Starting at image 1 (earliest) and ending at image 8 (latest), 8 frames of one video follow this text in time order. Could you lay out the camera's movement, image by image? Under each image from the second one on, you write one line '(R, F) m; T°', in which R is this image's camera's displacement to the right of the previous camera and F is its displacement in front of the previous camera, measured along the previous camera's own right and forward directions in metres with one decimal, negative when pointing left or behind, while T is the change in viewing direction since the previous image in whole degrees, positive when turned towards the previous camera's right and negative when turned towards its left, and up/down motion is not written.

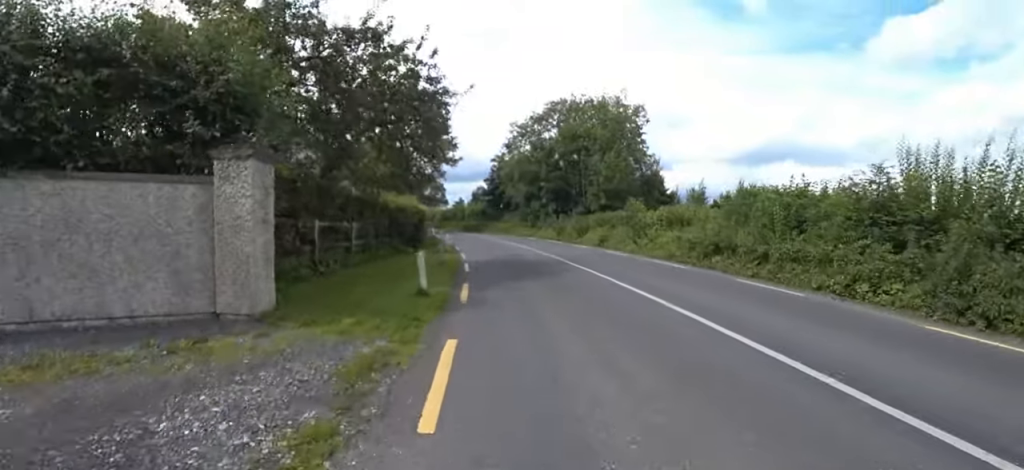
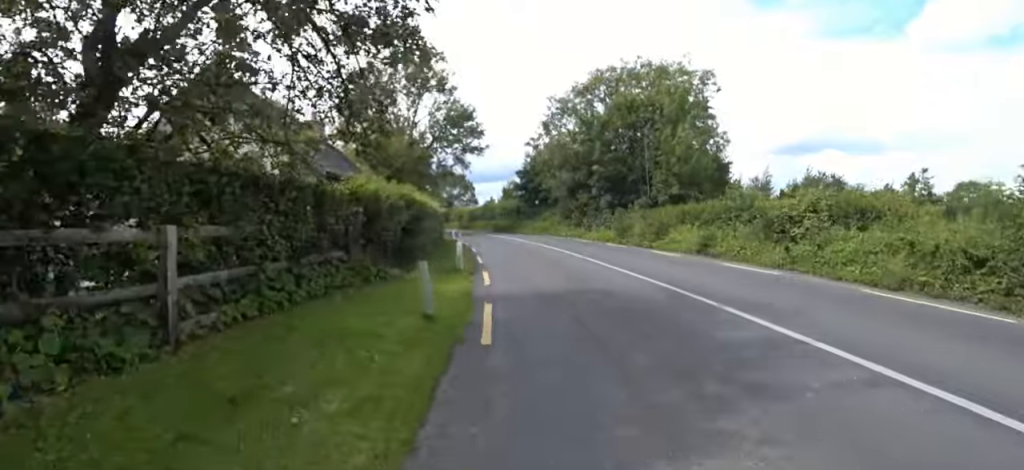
(-0.5, +7.0) m; -2°
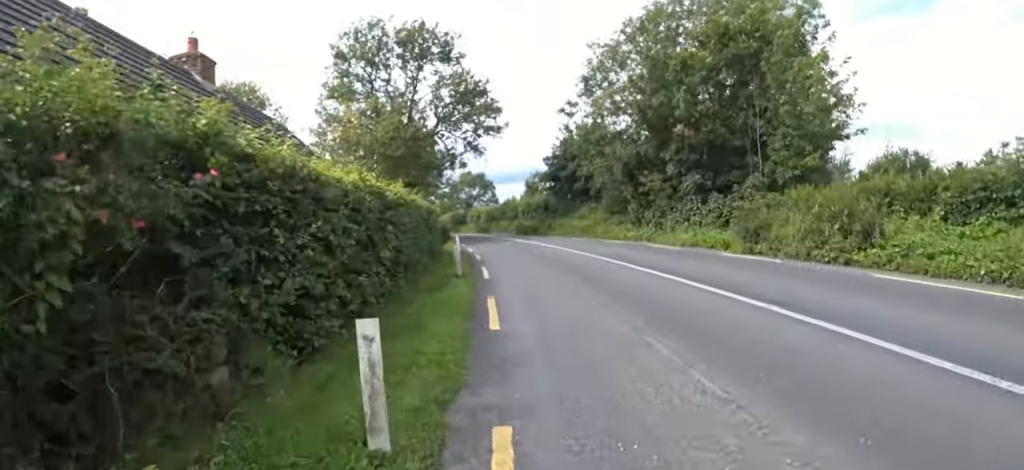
(+0.2, +8.8) m; -2°
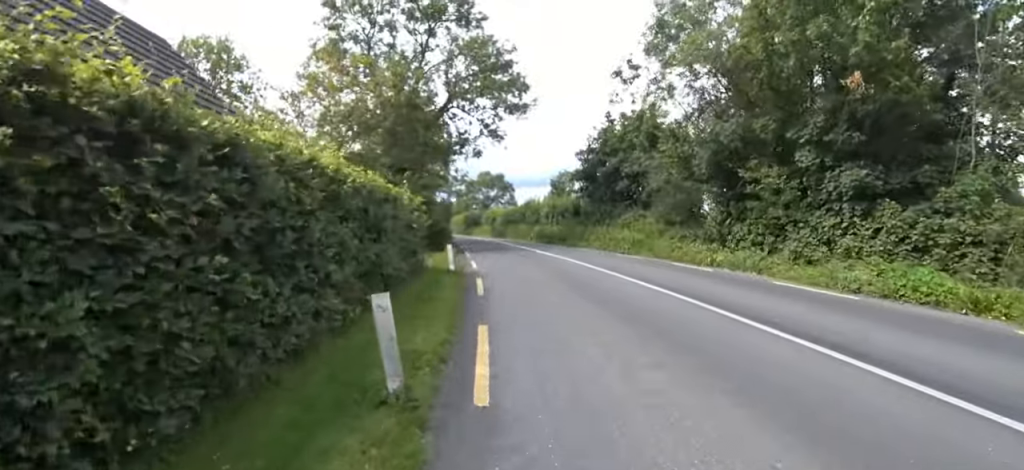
(-0.7, +6.4) m; -12°
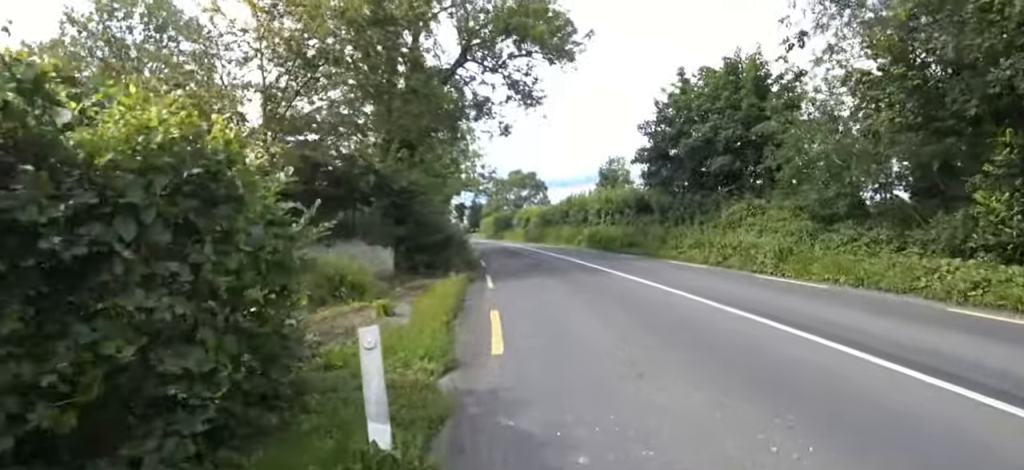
(+0.3, +7.6) m; +8°
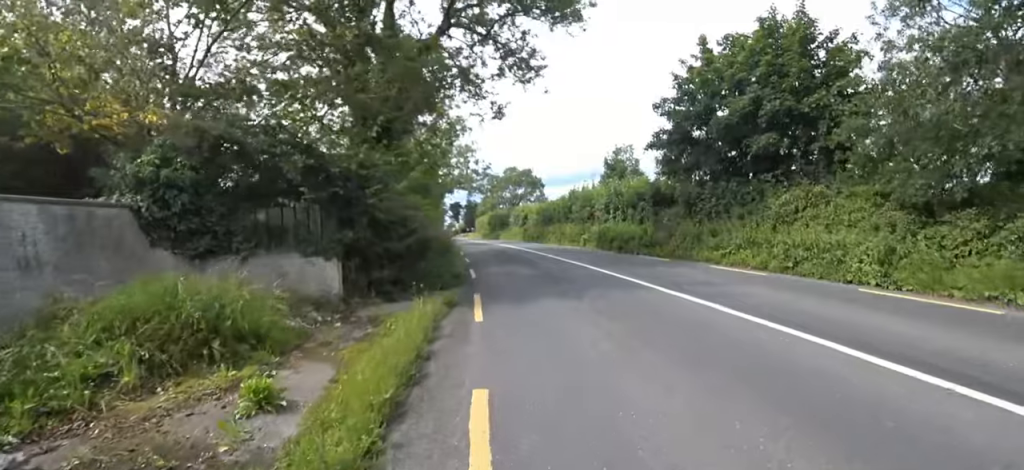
(-0.1, +3.1) m; -2°
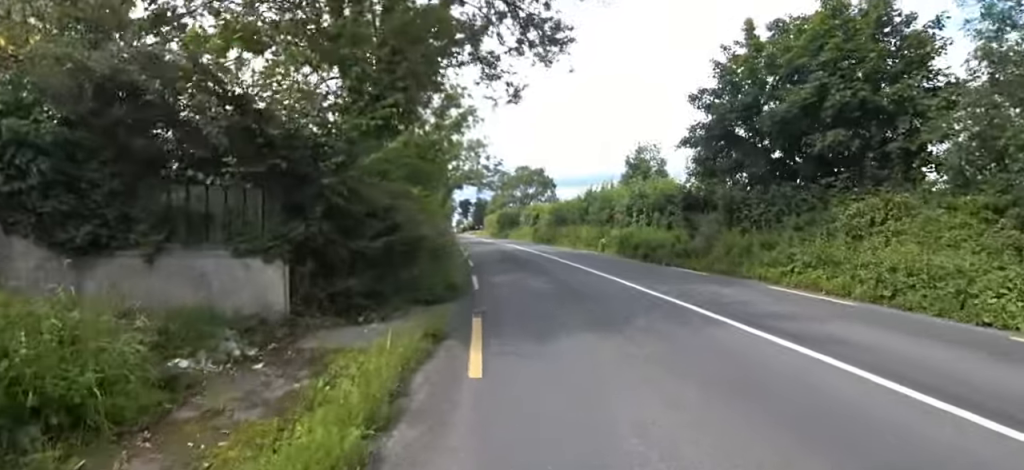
(-0.1, +2.2) m; -3°
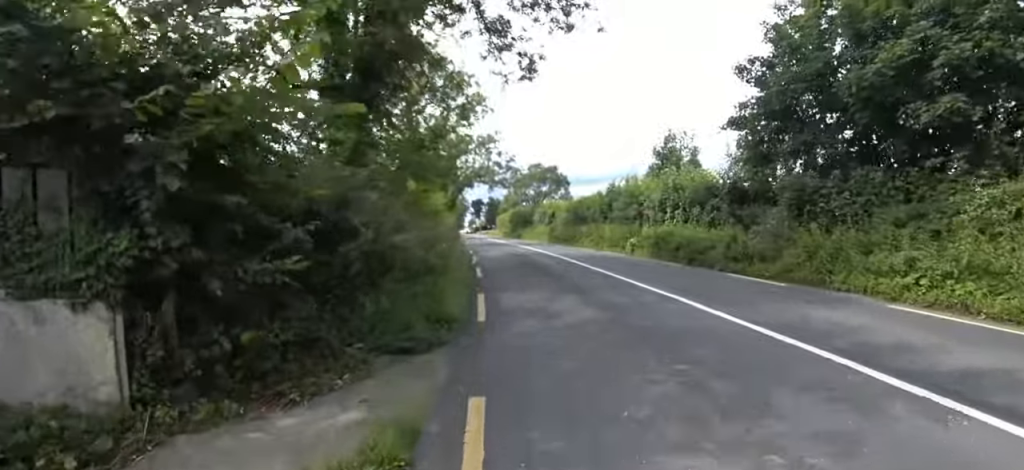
(-0.1, +2.6) m; -1°
